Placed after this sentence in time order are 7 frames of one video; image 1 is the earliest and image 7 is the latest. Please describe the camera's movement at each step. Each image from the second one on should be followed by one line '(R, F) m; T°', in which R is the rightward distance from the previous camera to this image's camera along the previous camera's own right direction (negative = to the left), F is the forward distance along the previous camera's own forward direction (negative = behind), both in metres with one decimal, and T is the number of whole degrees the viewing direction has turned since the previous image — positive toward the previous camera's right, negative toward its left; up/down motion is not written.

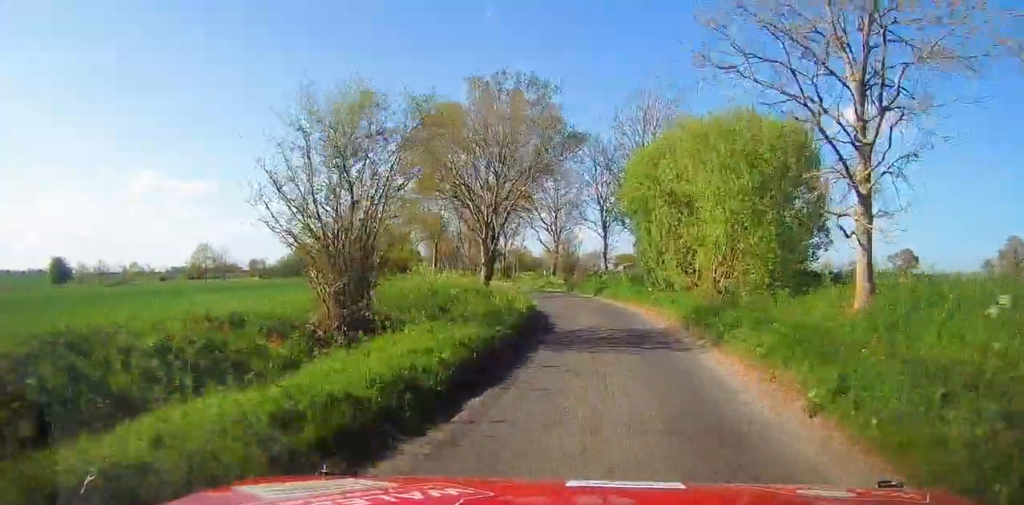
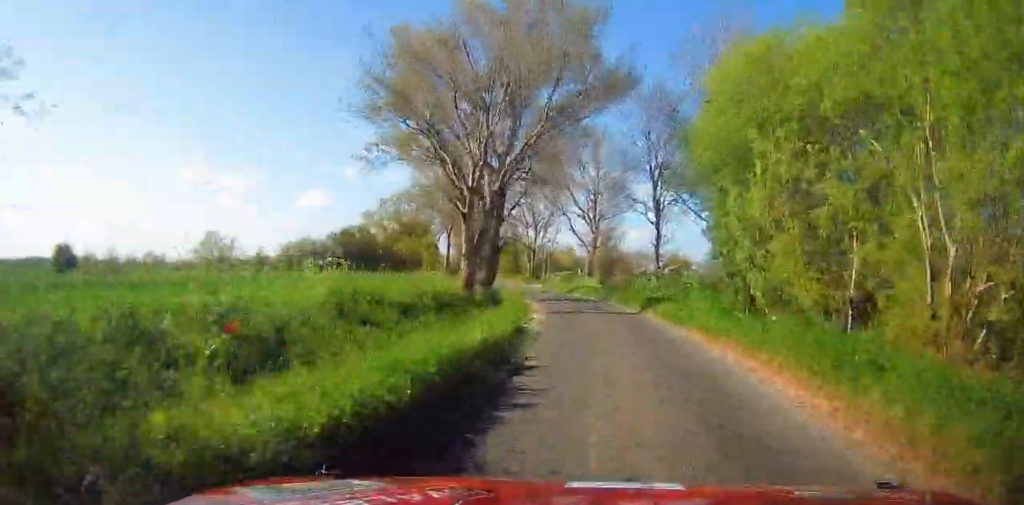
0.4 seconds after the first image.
(+0.6, +12.6) m; -4°
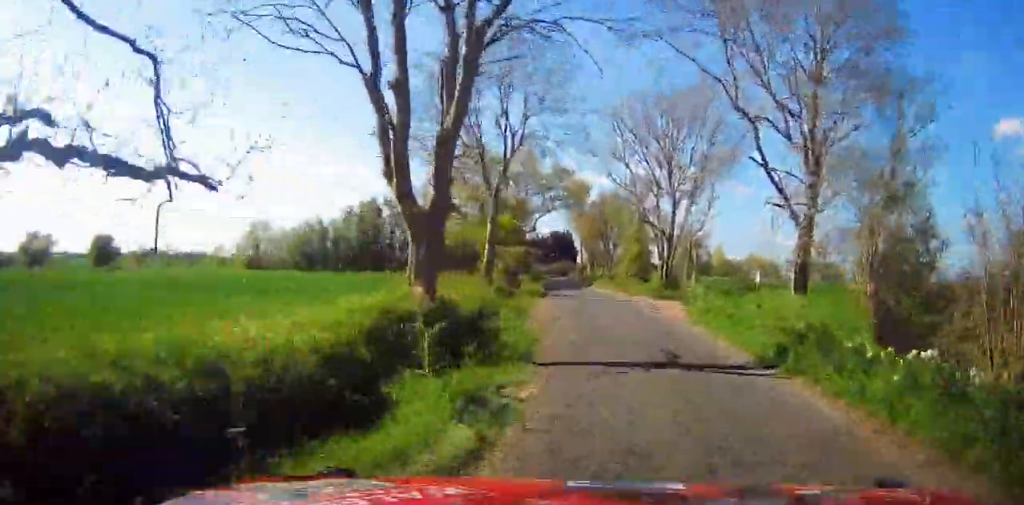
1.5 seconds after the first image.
(-3.3, +28.4) m; -7°
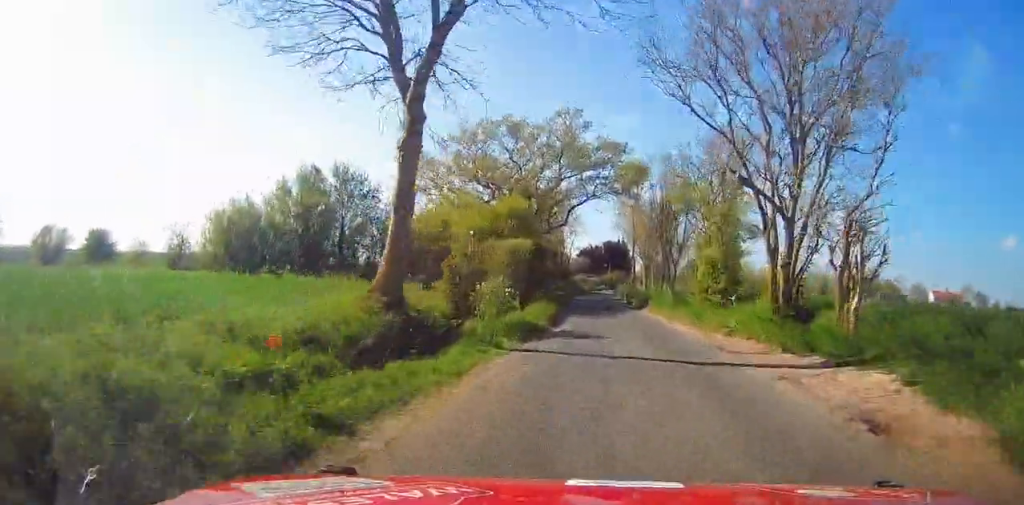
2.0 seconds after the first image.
(-0.1, +16.4) m; -3°
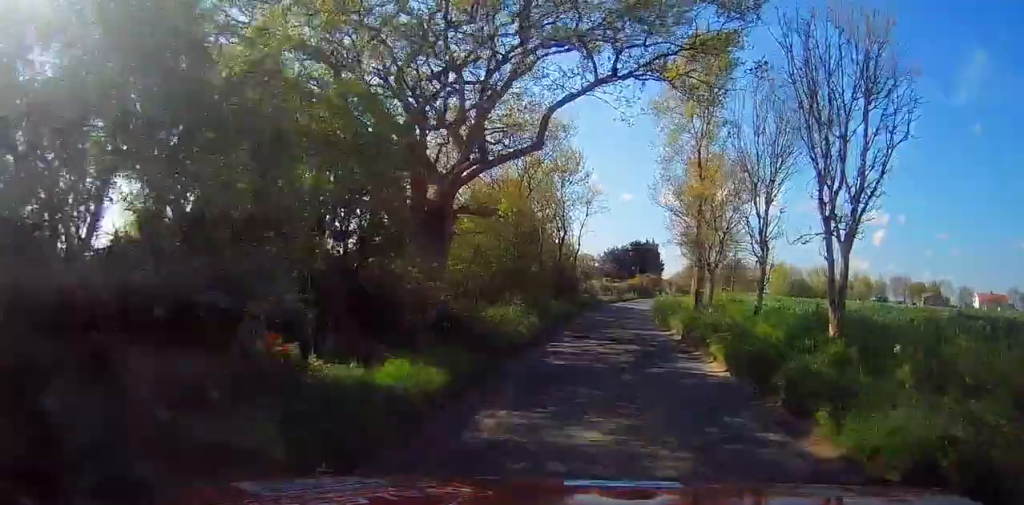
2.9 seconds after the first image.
(-0.7, +24.9) m; -3°
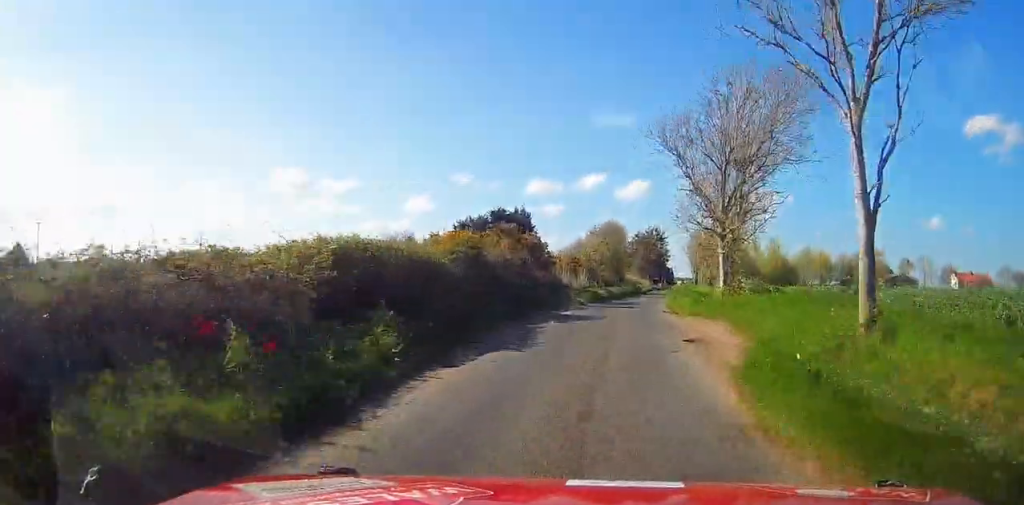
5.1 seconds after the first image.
(-1.4, +64.8) m; +2°
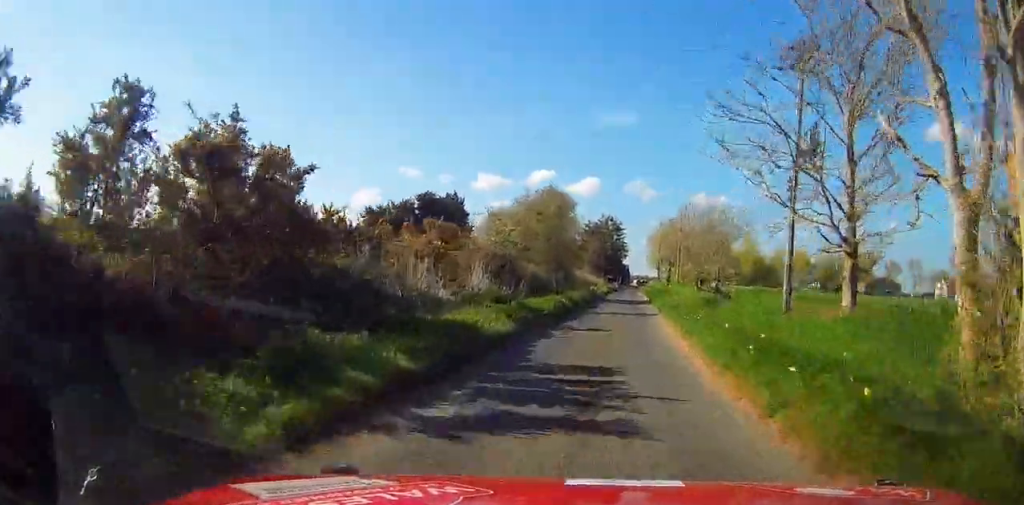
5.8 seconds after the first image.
(+0.5, +22.2) m; +4°
